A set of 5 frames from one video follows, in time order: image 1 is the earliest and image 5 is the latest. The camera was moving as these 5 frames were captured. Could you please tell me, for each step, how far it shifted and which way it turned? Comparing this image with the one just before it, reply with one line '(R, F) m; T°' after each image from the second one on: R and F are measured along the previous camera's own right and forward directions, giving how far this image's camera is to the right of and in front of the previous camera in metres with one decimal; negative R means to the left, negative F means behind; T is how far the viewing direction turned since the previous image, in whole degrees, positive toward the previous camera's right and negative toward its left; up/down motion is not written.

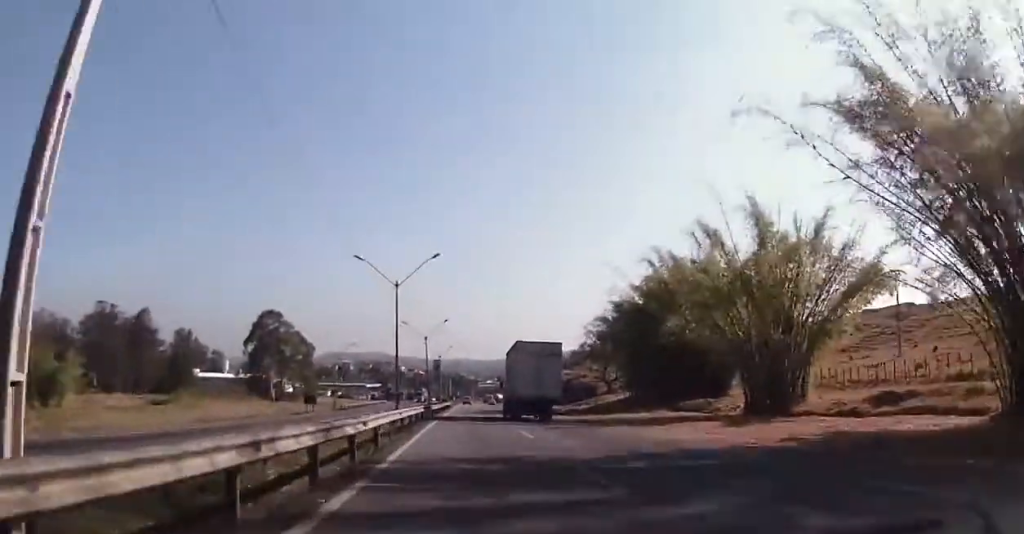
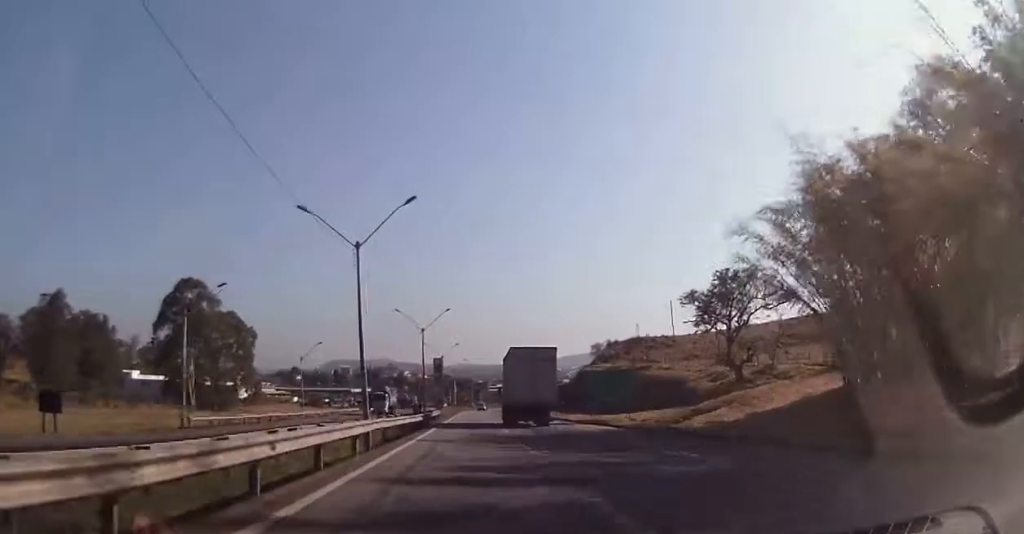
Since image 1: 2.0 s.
(+0.6, +54.6) m; +1°
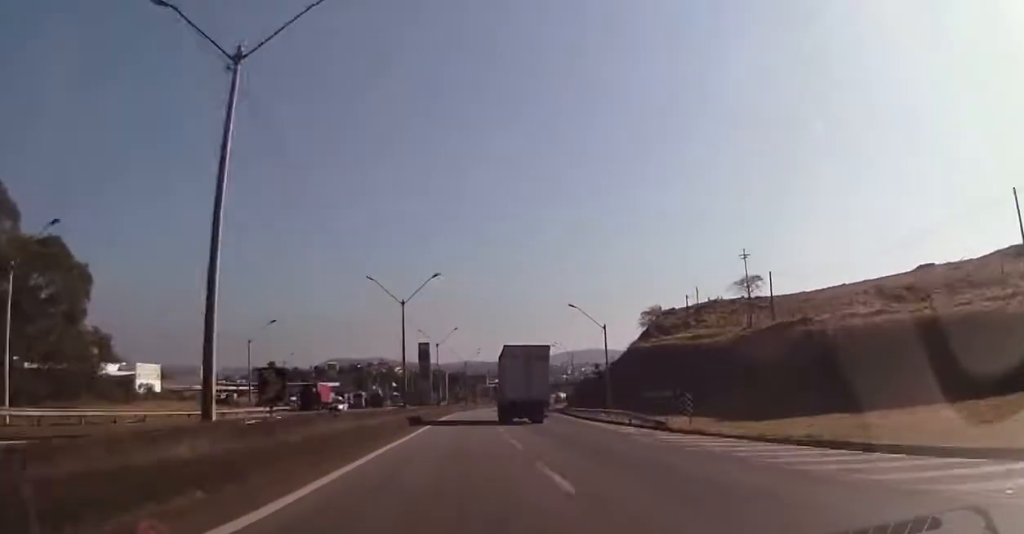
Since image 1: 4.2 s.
(0.0, +58.5) m; -1°
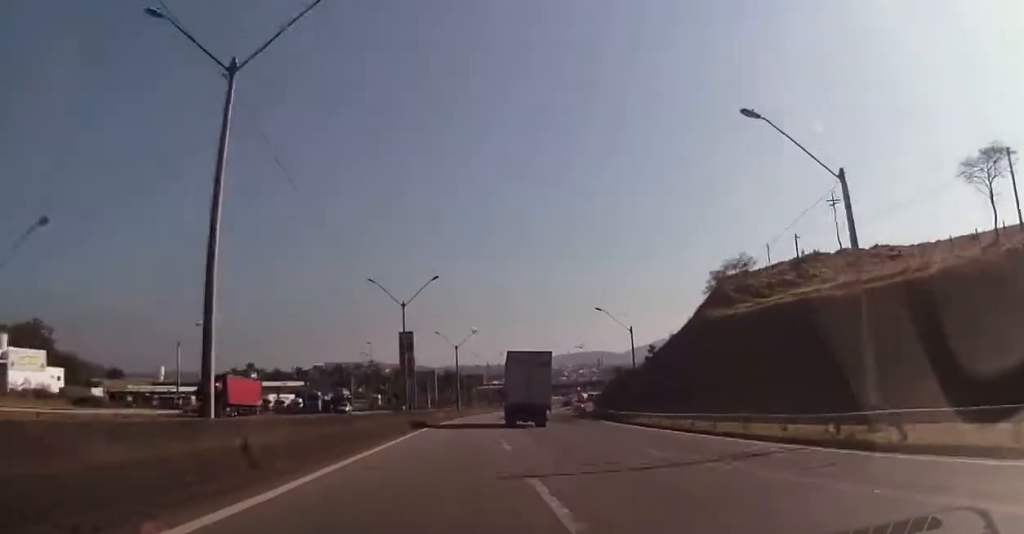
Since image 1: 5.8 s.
(+0.2, +40.2) m; 0°
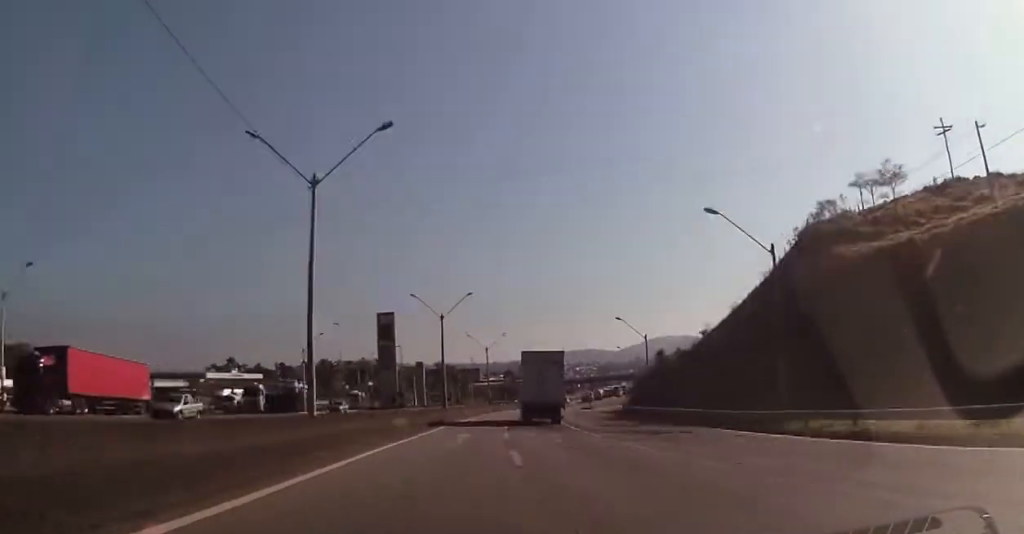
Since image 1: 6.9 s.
(-0.5, +30.5) m; 0°
